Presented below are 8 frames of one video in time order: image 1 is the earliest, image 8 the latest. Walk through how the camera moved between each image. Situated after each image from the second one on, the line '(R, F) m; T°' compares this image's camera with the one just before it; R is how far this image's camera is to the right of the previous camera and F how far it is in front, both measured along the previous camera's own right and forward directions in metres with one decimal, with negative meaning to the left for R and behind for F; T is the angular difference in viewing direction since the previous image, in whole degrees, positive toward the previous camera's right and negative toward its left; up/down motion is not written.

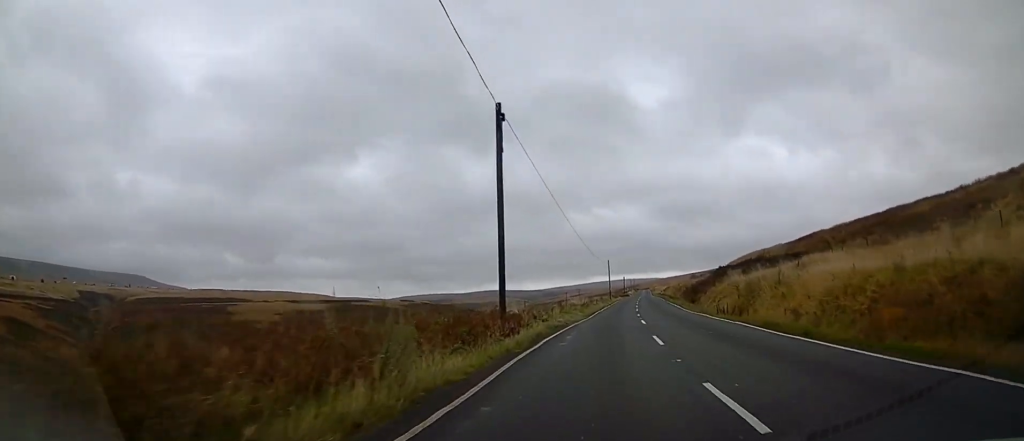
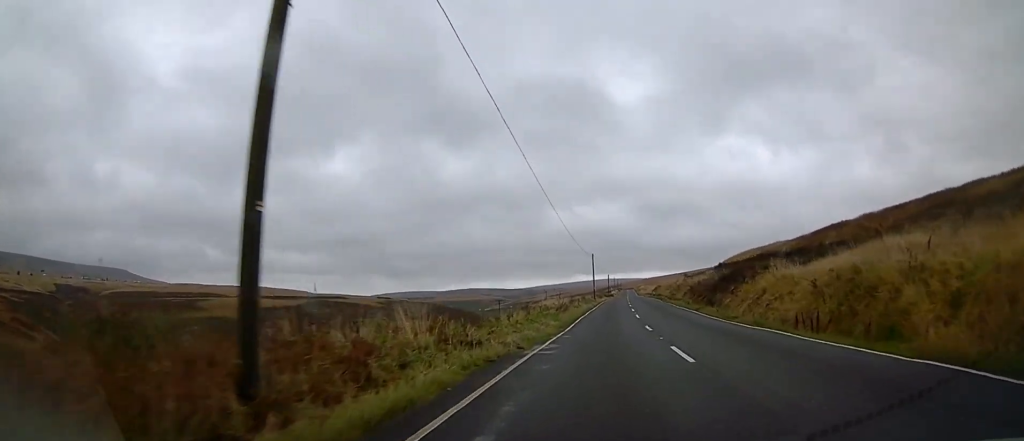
(0.0, +12.8) m; +2°
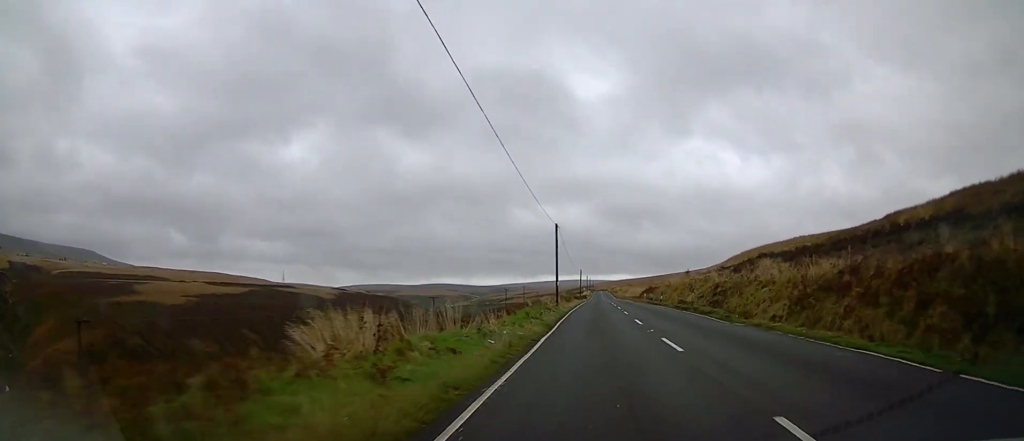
(+1.5, +33.3) m; +5°
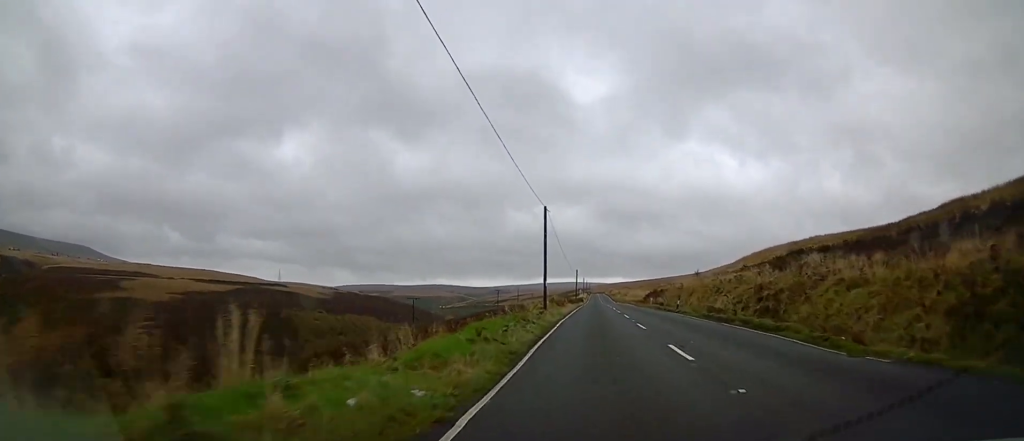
(+0.2, +10.1) m; +1°
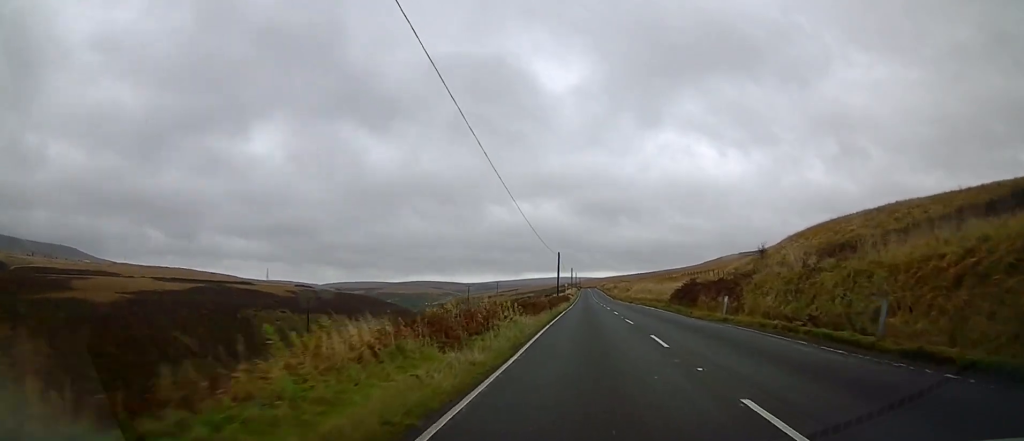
(+0.1, +32.7) m; 0°
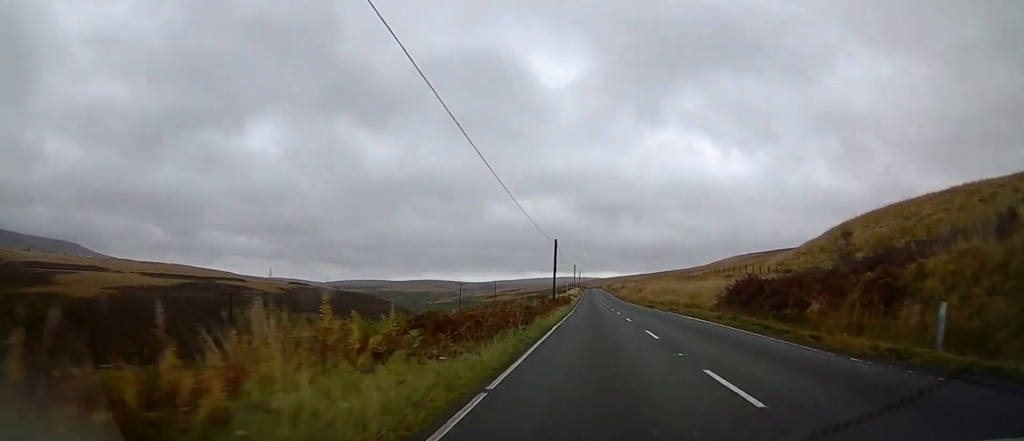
(0.0, +14.8) m; 0°
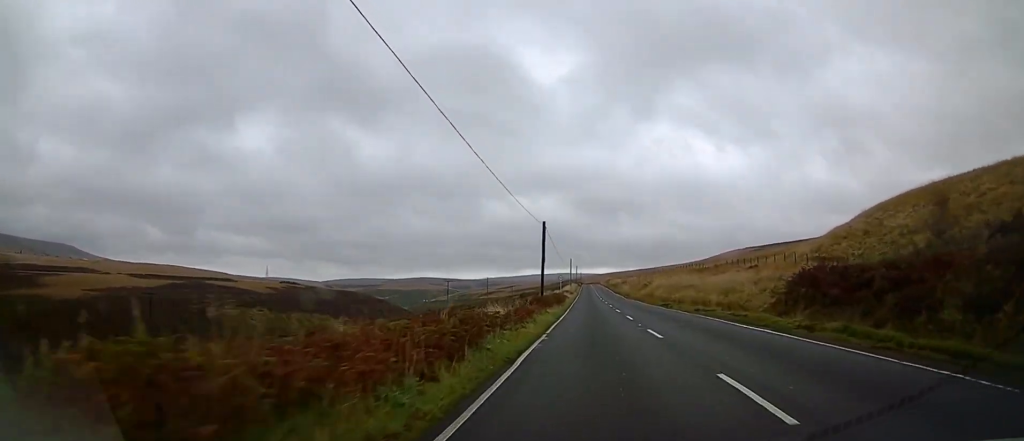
(0.0, +9.7) m; 0°
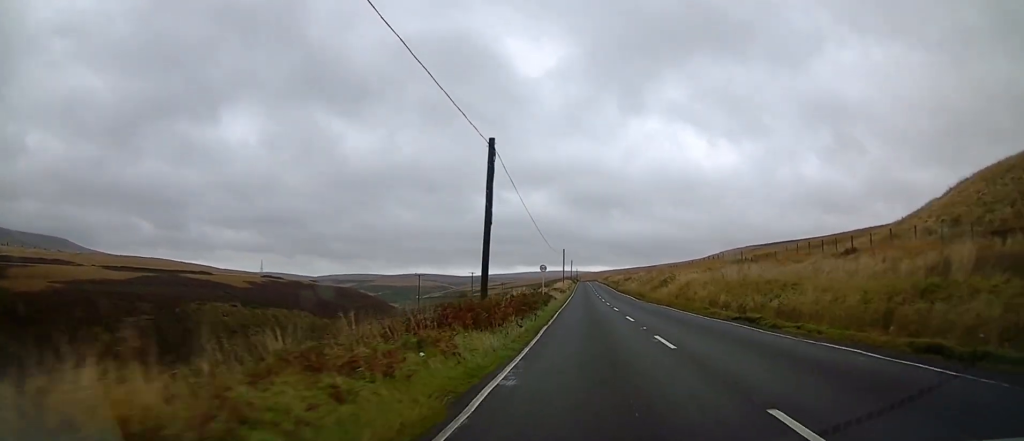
(0.0, +19.8) m; 0°
